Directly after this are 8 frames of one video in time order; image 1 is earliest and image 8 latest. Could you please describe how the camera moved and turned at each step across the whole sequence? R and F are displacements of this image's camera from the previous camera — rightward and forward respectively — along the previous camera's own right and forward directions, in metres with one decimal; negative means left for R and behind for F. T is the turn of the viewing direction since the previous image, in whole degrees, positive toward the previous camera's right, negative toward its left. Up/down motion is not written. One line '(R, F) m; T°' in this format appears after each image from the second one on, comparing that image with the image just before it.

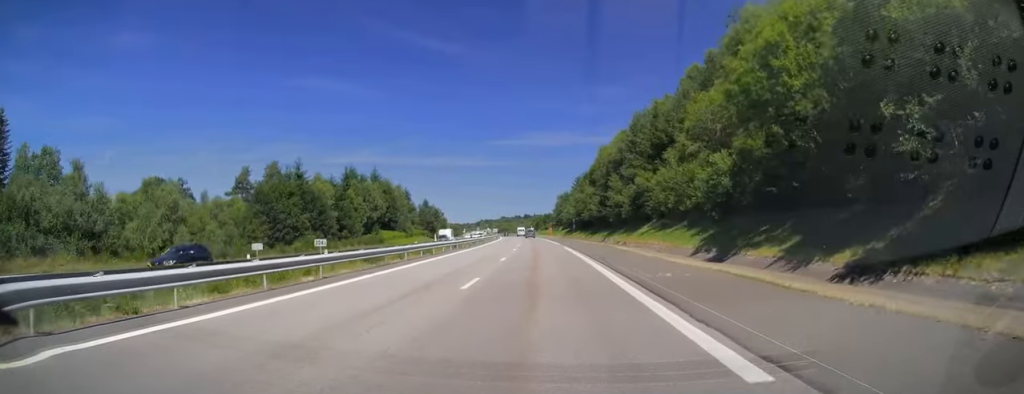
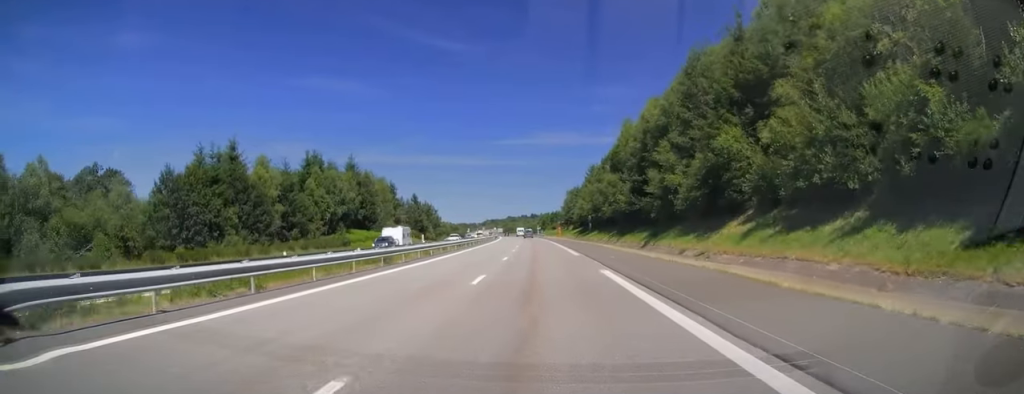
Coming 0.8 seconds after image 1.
(-0.2, +25.0) m; -1°
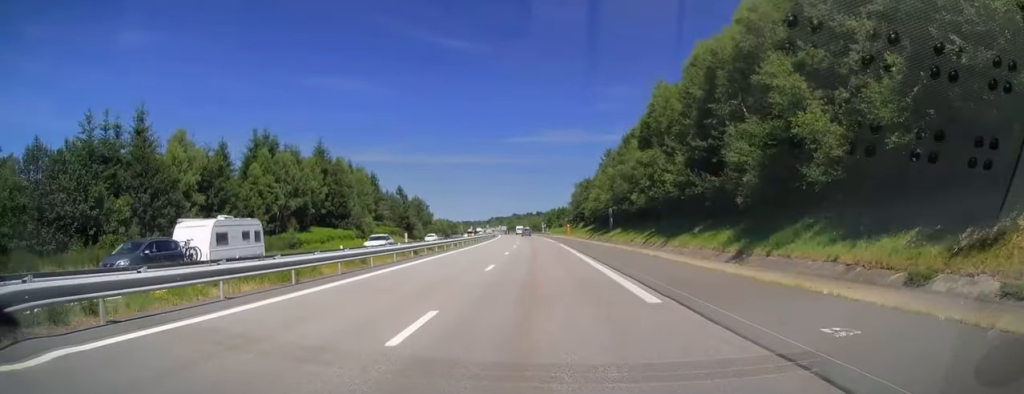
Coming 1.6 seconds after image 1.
(0.0, +21.5) m; 0°
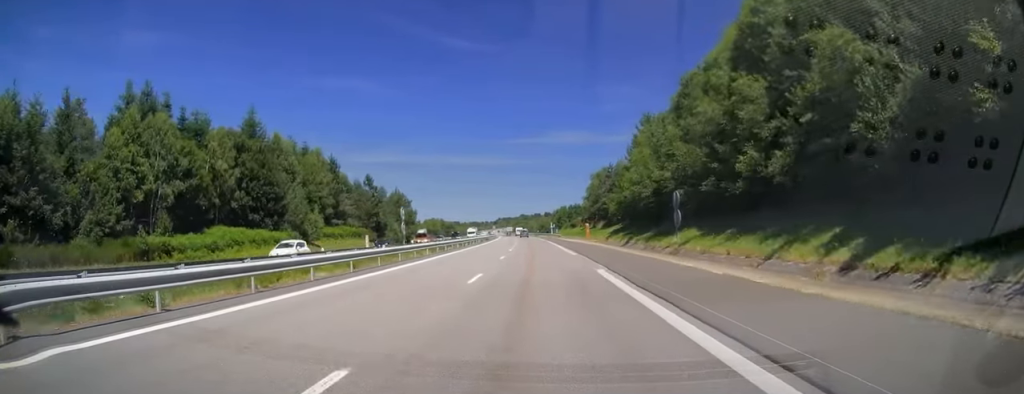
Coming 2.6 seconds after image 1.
(-0.2, +30.2) m; -1°
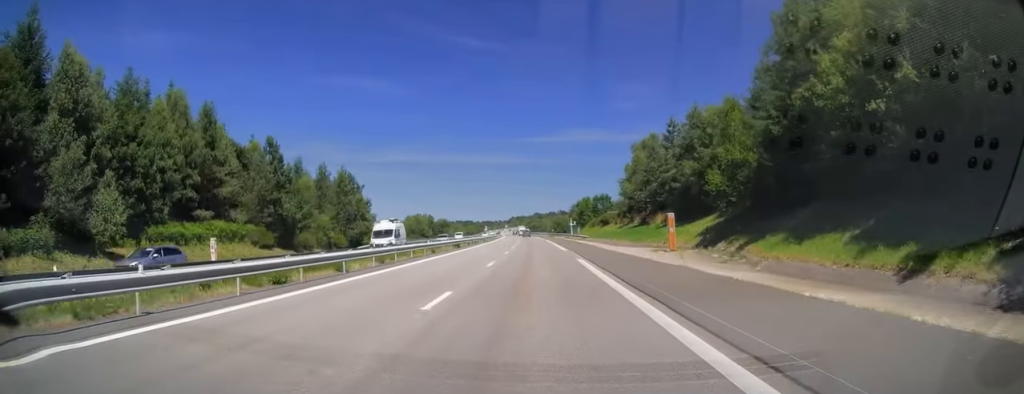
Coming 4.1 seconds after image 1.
(-0.6, +44.6) m; -2°
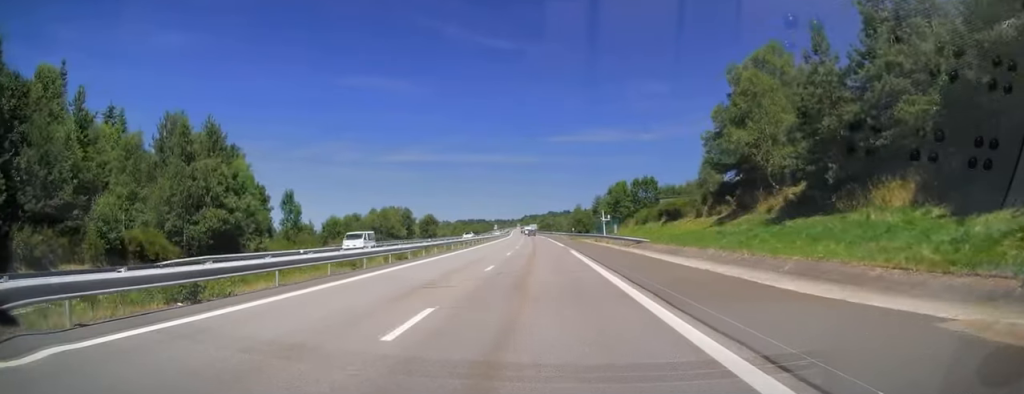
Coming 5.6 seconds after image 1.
(-0.5, +42.2) m; -1°
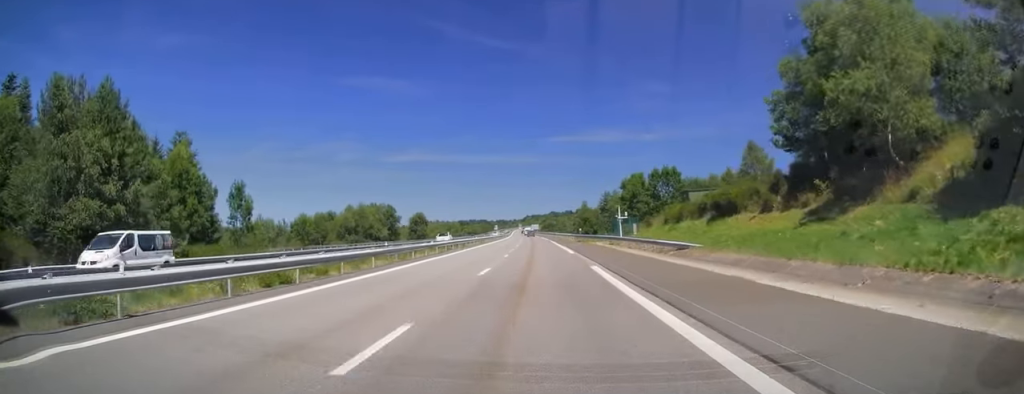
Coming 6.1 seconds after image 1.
(+0.2, +14.7) m; 0°
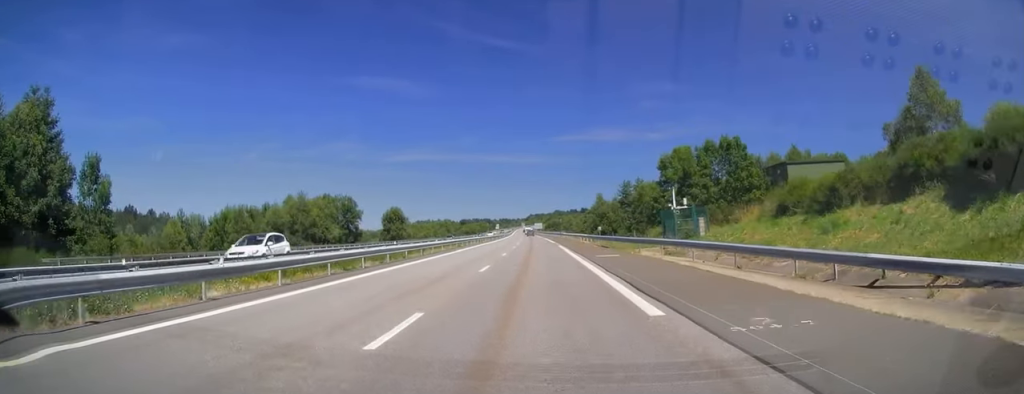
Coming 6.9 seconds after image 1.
(-0.4, +25.0) m; -1°
